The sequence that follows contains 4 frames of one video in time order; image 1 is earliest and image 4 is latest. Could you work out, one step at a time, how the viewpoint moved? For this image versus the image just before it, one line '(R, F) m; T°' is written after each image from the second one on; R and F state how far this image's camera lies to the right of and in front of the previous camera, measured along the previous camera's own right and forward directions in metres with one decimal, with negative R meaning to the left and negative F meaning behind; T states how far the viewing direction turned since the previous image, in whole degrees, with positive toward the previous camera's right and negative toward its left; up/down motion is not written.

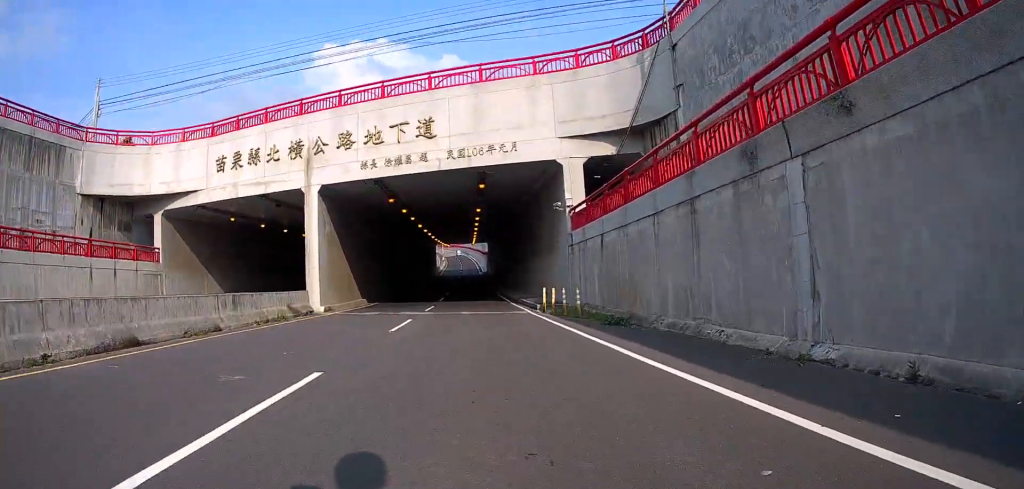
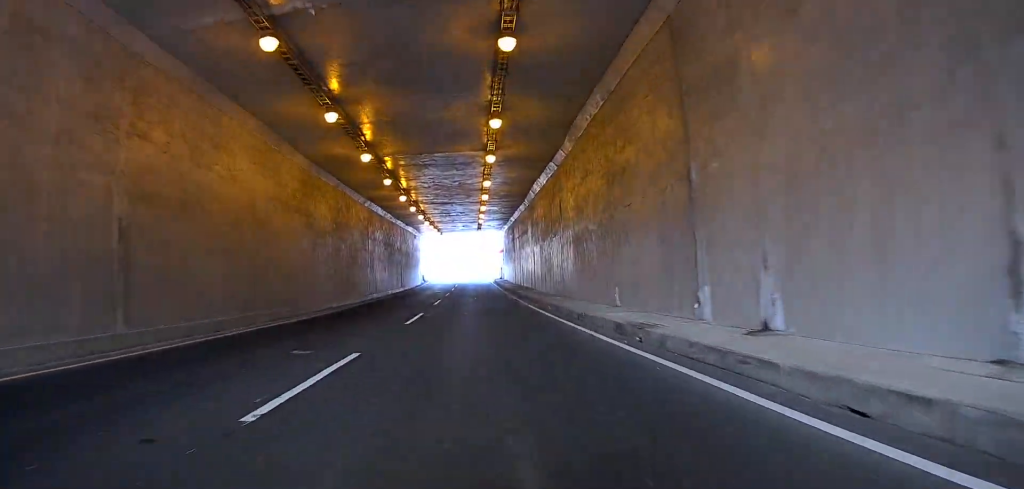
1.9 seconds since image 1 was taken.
(+1.9, +35.7) m; +3°
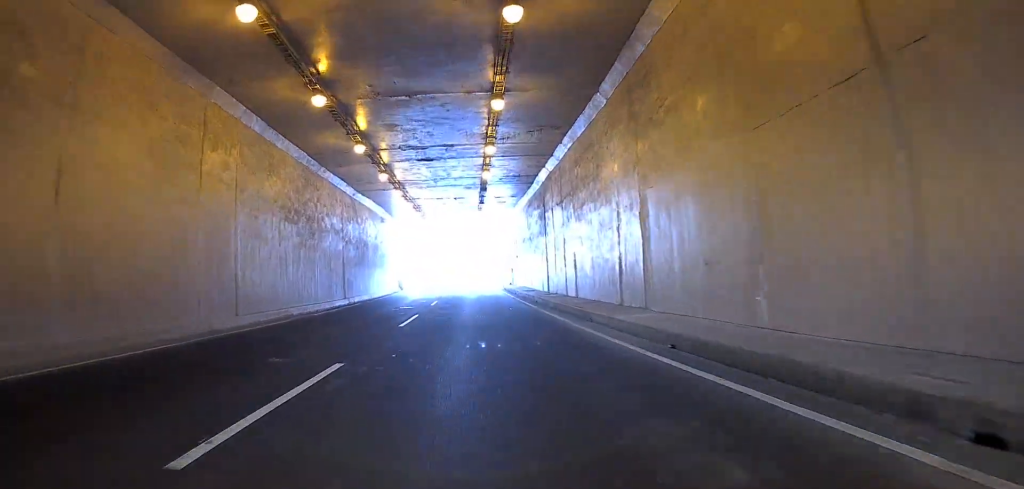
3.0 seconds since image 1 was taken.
(-0.8, +20.5) m; +1°
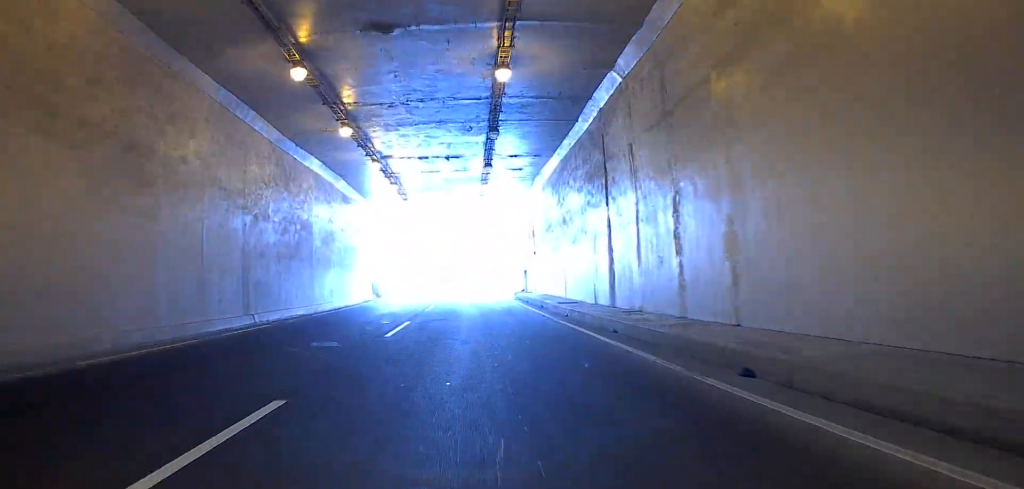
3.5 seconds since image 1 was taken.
(0.0, +12.0) m; +5°
